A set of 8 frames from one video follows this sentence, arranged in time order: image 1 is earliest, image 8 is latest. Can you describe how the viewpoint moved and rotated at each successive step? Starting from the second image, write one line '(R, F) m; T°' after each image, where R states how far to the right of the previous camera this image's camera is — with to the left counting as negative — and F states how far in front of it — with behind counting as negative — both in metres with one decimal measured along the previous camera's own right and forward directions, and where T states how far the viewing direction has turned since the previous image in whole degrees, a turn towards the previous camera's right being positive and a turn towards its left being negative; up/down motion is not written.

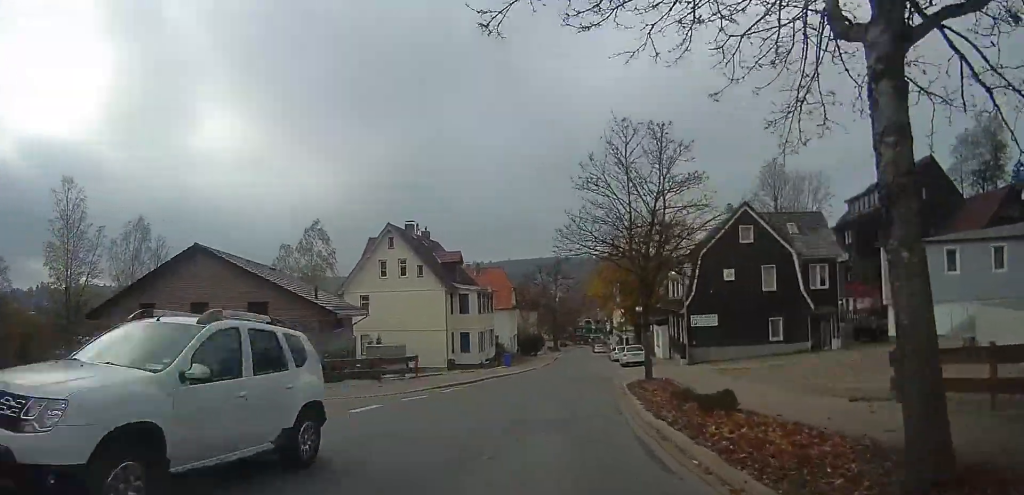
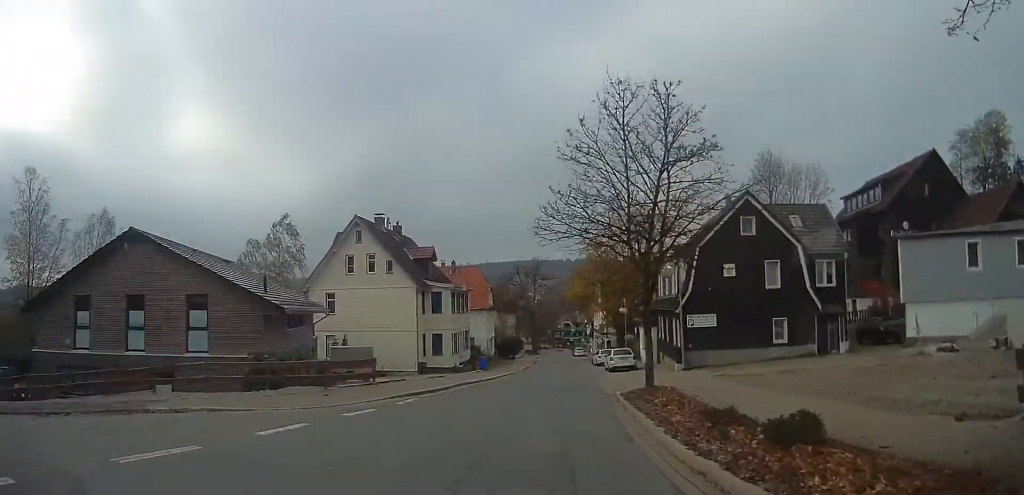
(+0.1, +3.2) m; -1°
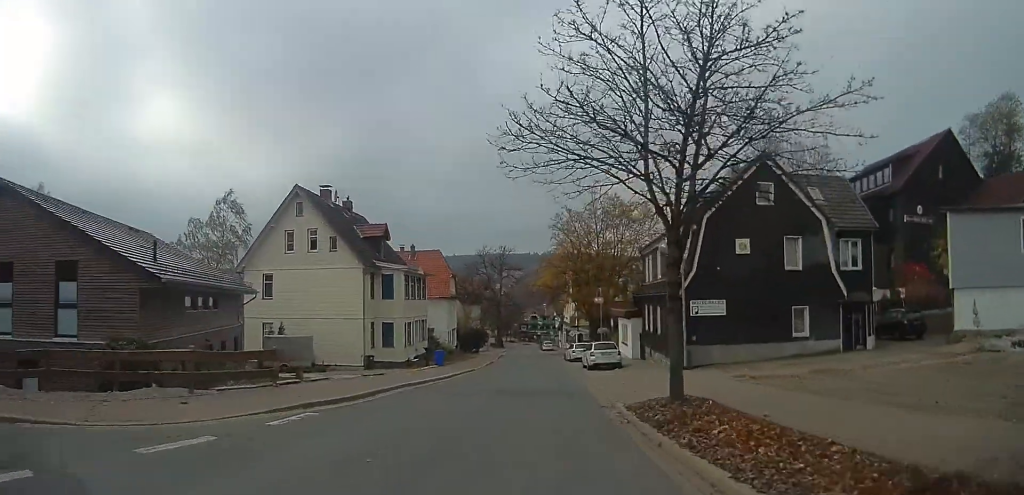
(-0.3, +5.7) m; -9°
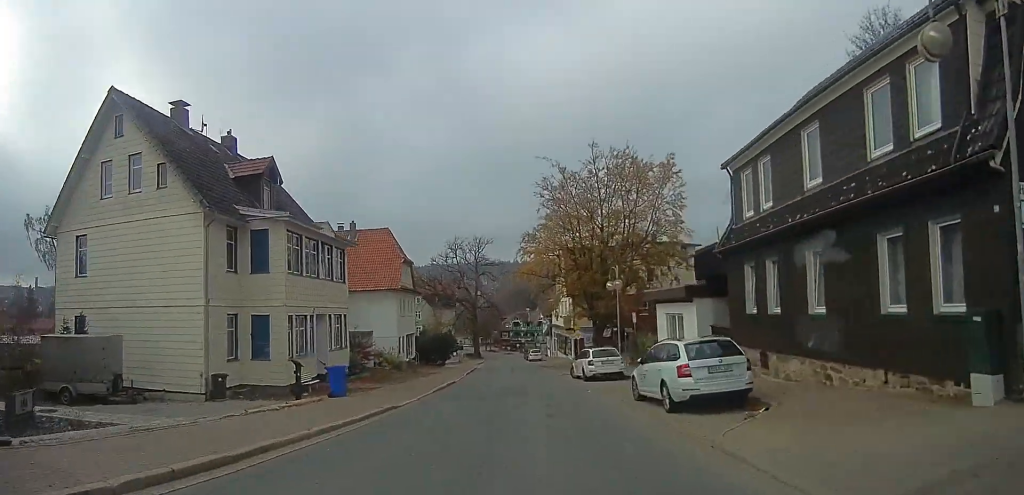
(+0.8, +15.9) m; +16°
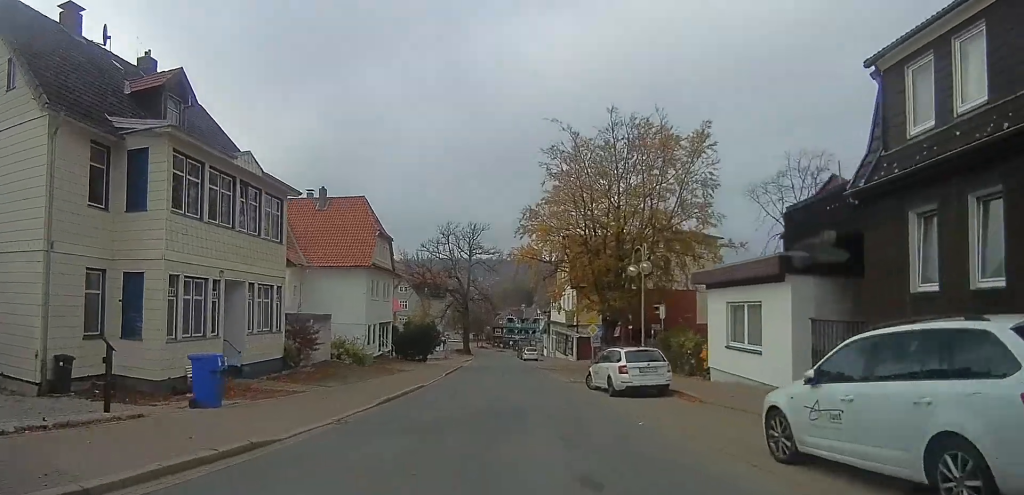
(+0.2, +7.4) m; -2°
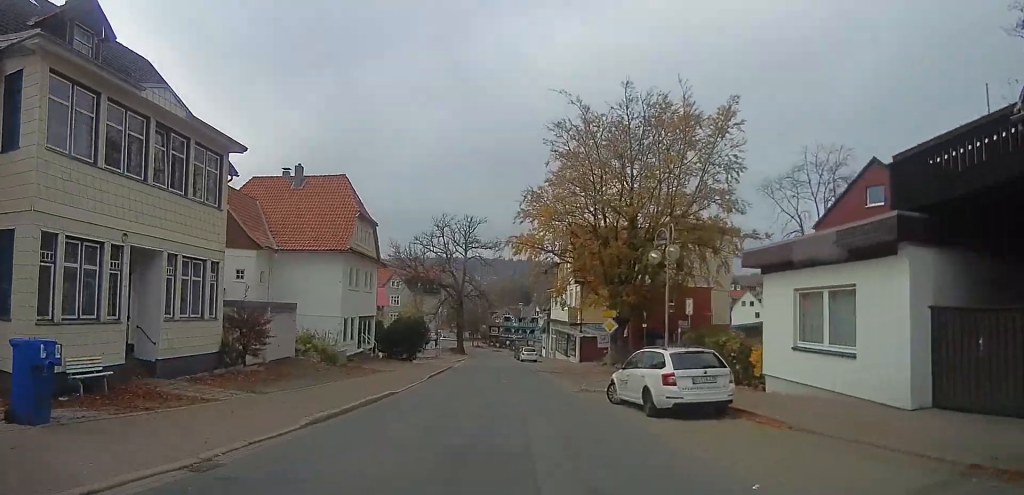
(-0.1, +4.4) m; -4°
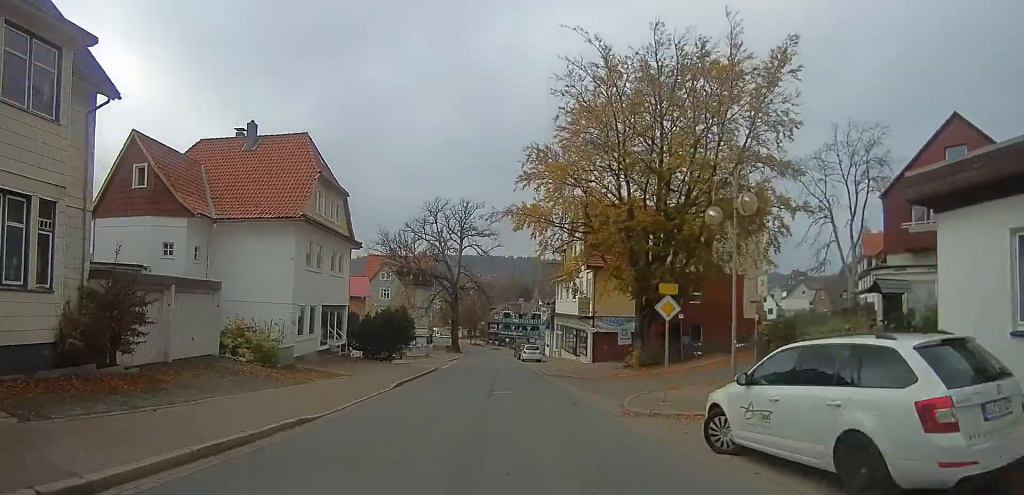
(-0.4, +6.6) m; -3°
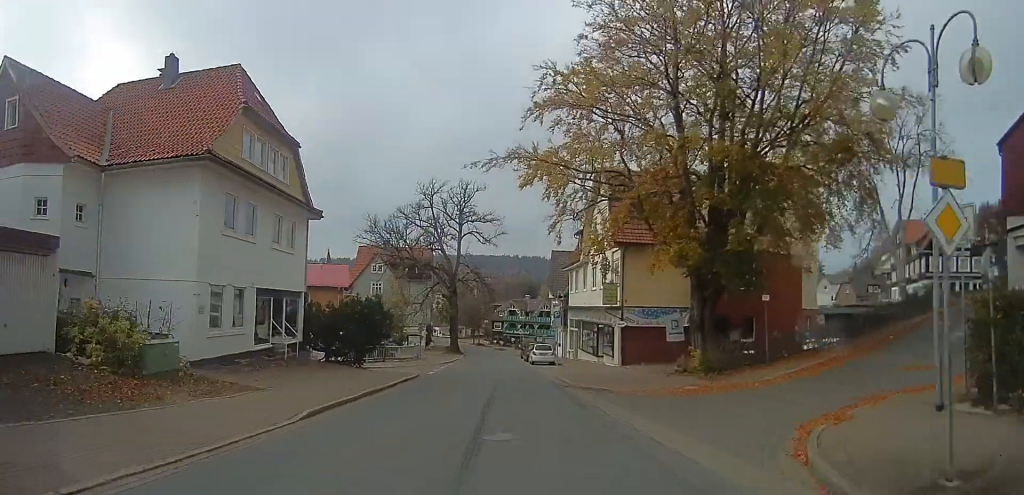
(0.0, +8.0) m; 0°
